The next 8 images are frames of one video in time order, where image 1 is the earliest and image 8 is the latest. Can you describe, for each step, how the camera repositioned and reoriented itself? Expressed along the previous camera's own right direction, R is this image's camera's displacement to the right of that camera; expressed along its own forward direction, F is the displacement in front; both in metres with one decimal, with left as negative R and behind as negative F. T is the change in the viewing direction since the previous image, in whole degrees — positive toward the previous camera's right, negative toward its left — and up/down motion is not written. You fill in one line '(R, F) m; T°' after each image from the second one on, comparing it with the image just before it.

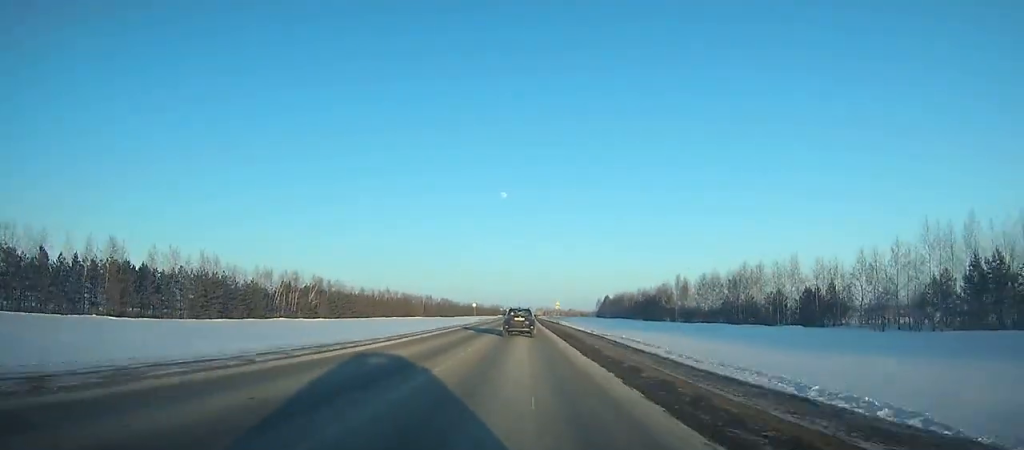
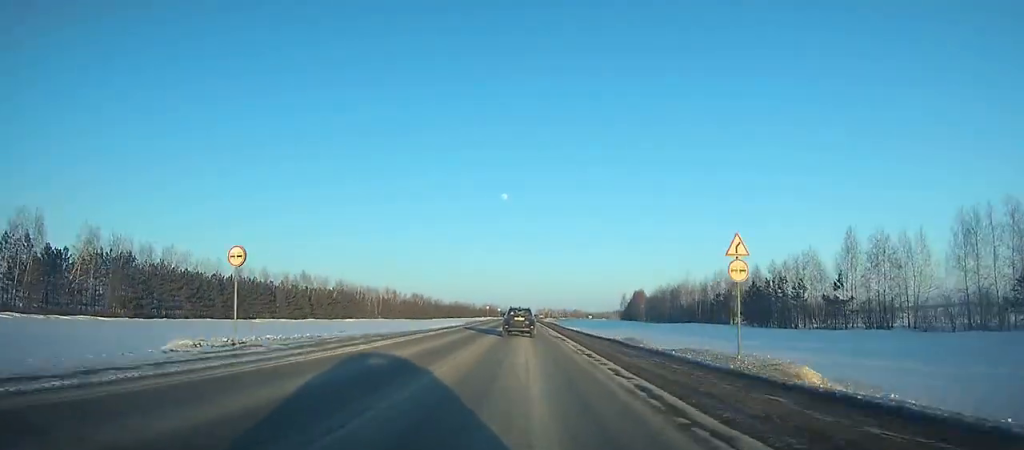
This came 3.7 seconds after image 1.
(-0.1, +95.8) m; 0°
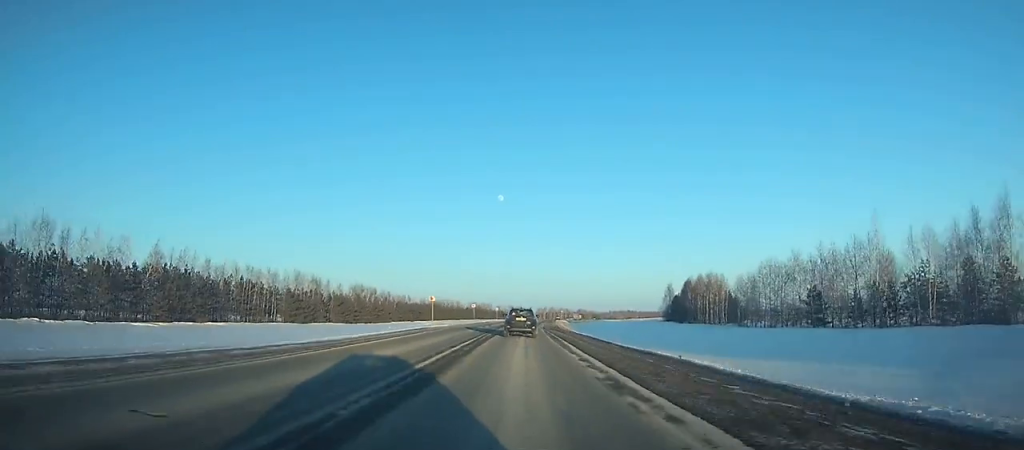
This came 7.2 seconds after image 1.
(+0.4, +89.4) m; +1°
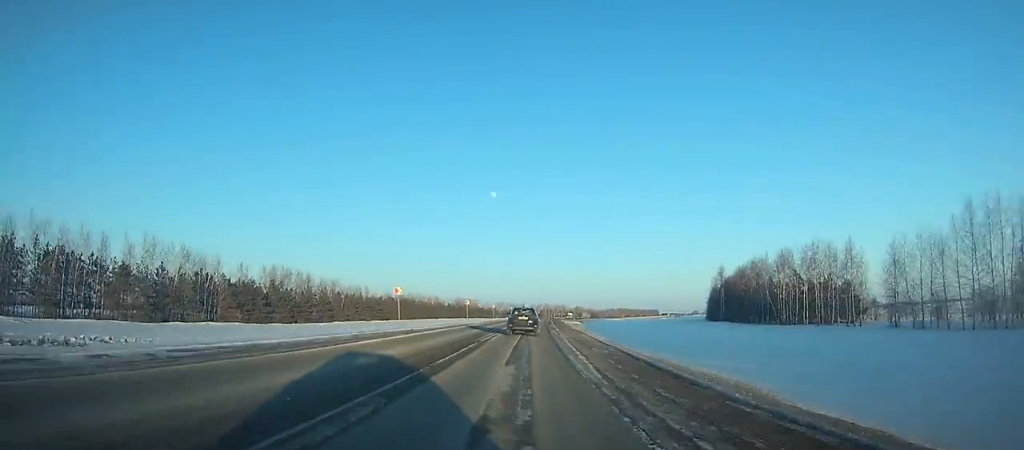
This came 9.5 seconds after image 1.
(+0.1, +58.3) m; +1°
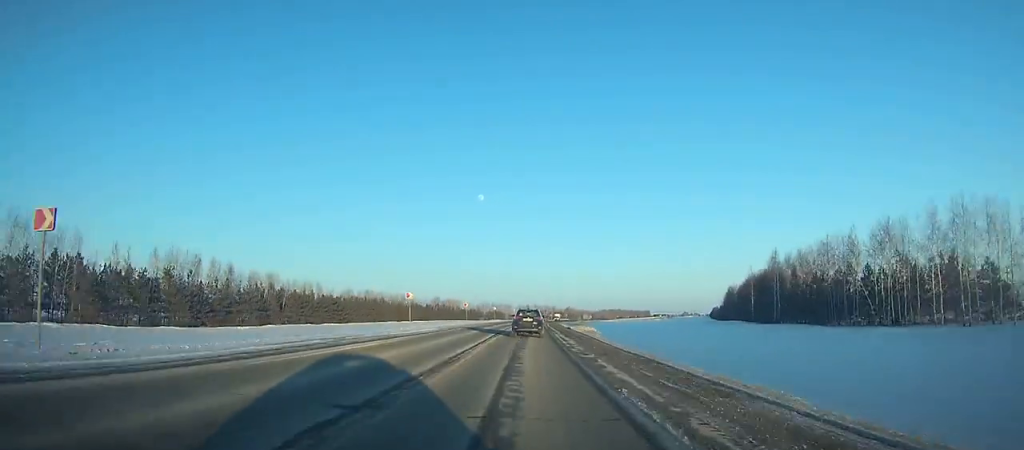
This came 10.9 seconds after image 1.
(+0.5, +35.4) m; +1°
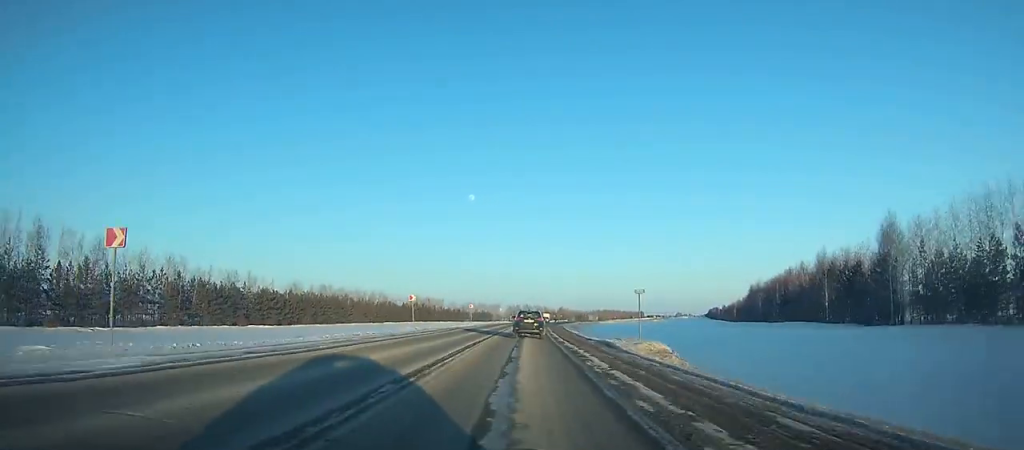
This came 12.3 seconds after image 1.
(+0.1, +35.4) m; +1°
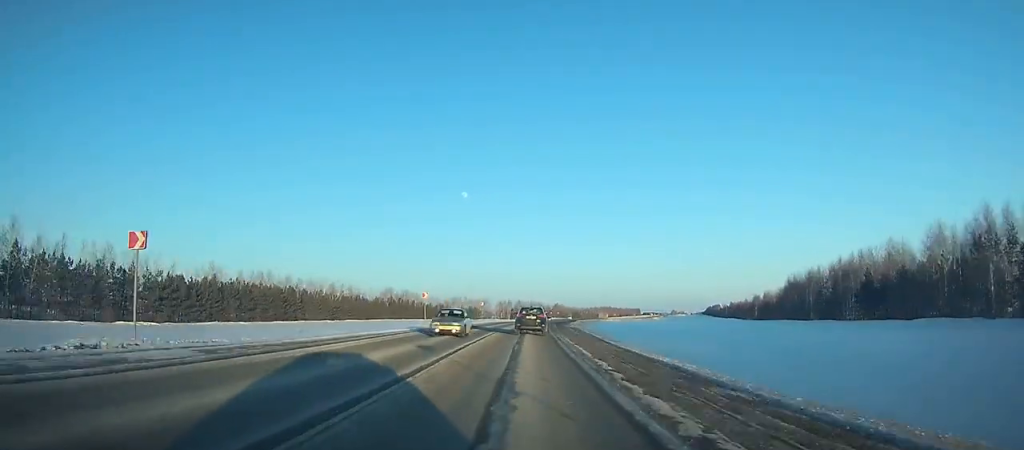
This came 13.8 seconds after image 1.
(+0.4, +38.0) m; +1°
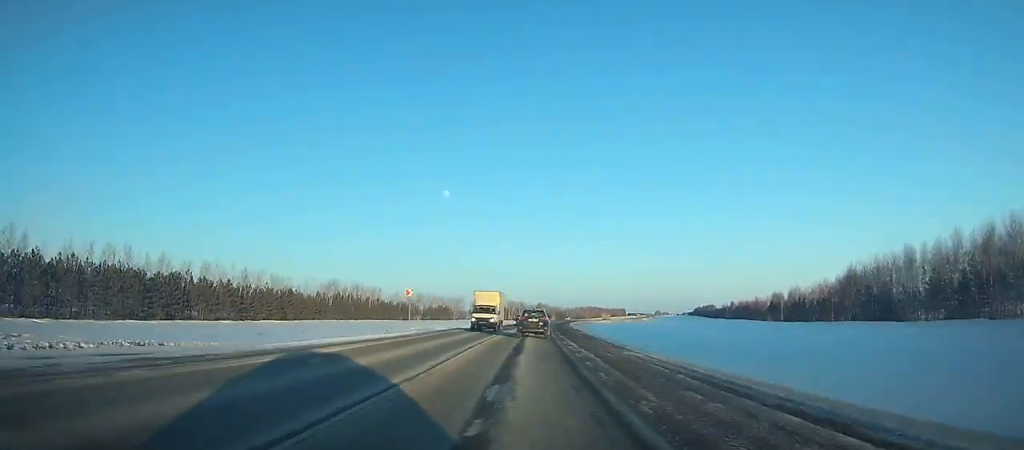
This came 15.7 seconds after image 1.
(0.0, +48.1) m; +2°
